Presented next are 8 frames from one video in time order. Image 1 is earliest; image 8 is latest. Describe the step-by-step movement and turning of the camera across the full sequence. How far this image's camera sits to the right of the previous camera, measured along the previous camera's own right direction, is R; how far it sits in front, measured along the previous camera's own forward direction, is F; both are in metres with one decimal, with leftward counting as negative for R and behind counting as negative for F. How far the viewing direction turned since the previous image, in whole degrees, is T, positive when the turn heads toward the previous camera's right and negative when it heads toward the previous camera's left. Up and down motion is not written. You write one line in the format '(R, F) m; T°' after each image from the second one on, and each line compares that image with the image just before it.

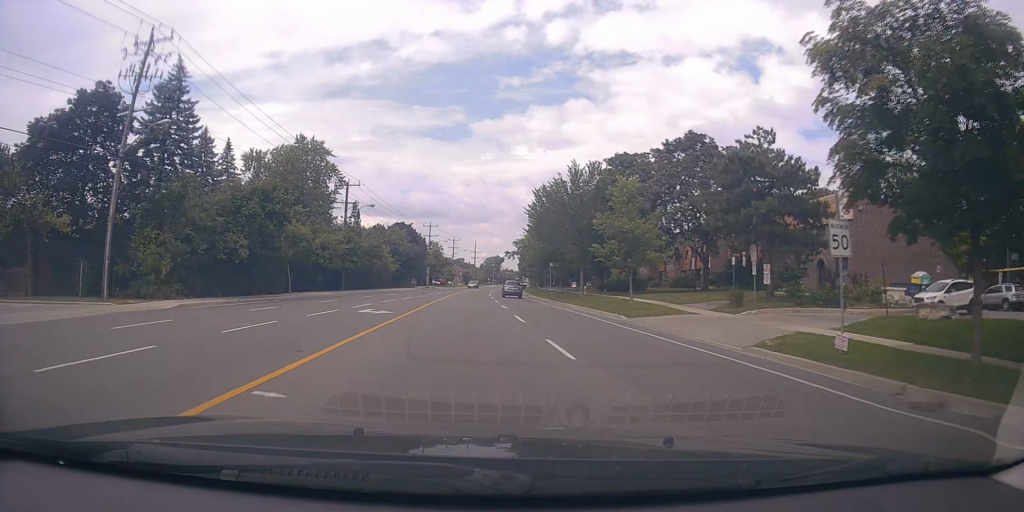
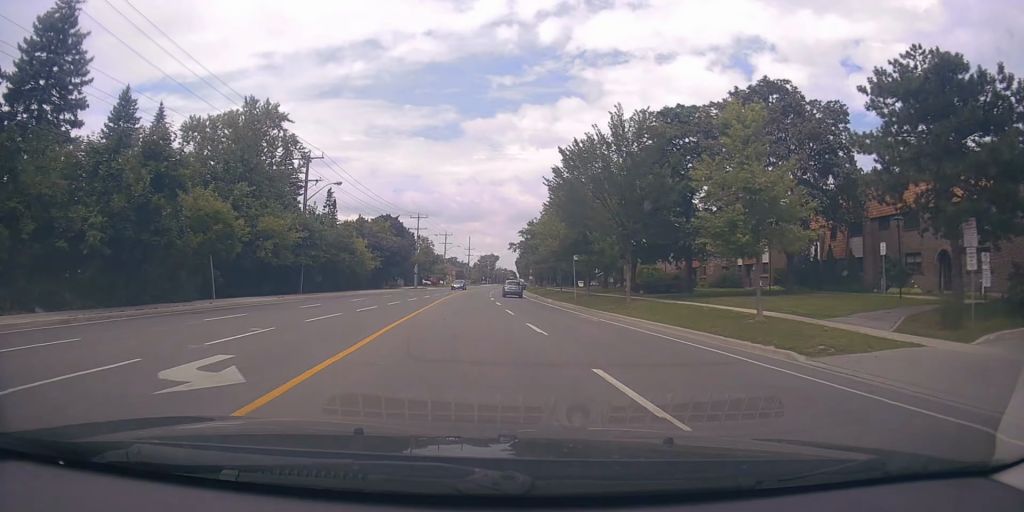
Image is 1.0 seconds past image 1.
(-0.1, +13.5) m; 0°
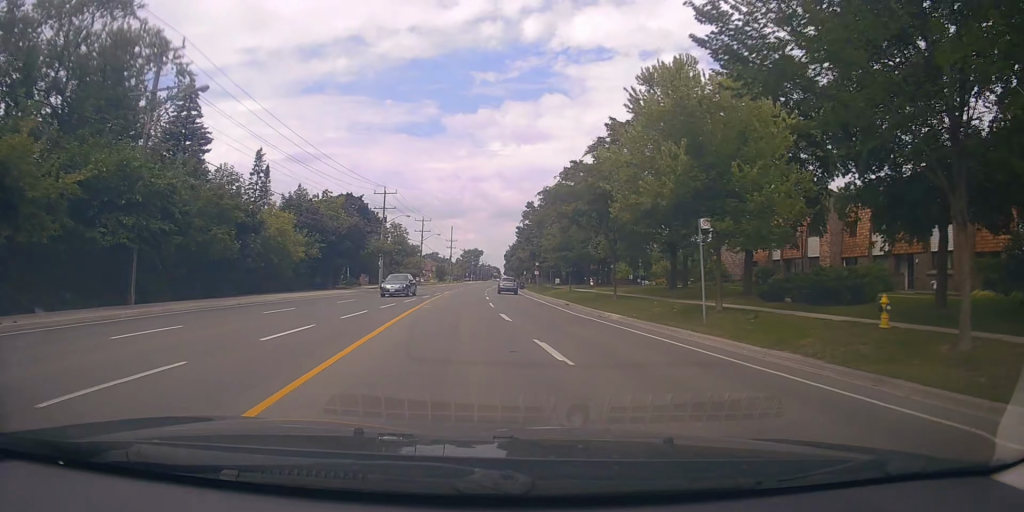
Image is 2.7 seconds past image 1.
(+0.2, +23.7) m; 0°
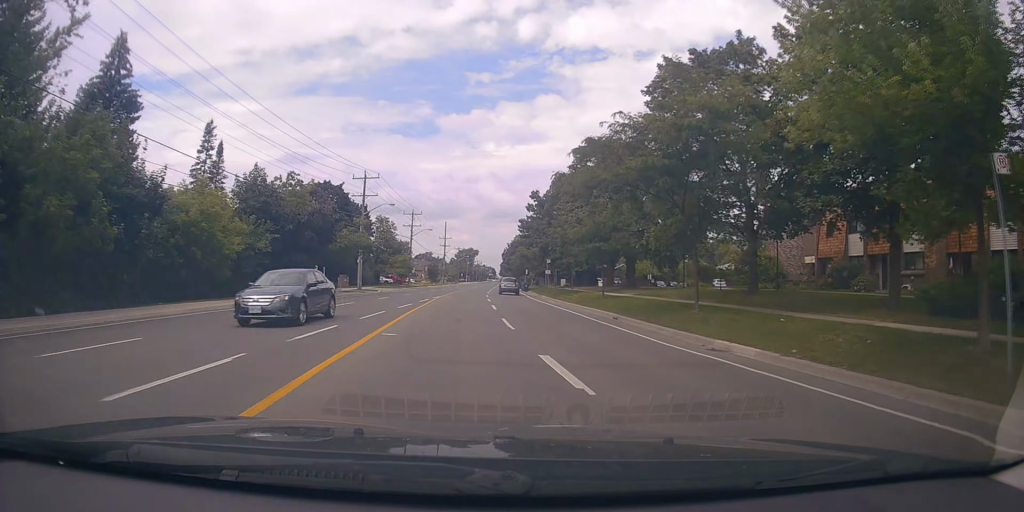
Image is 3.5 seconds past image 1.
(-0.1, +11.6) m; 0°
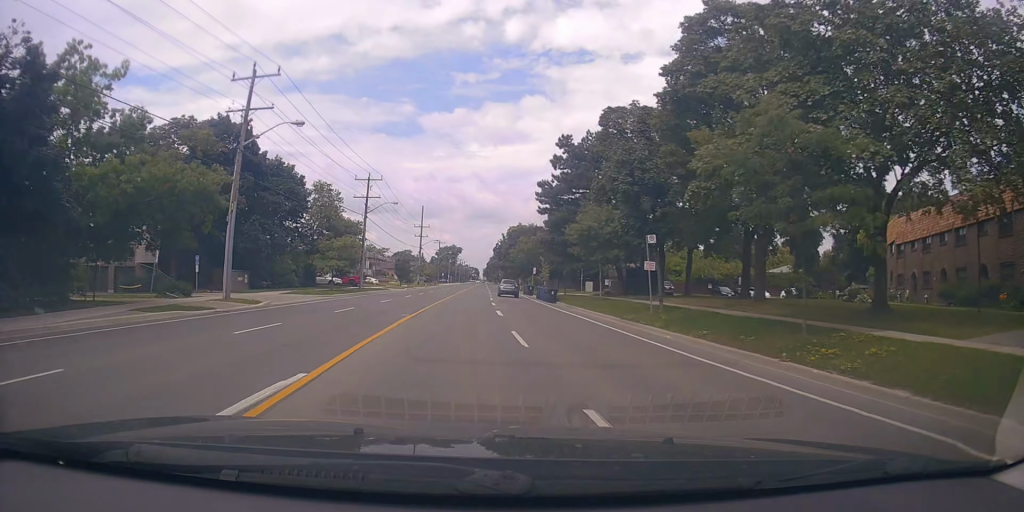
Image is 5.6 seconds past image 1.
(+0.9, +31.4) m; +3°
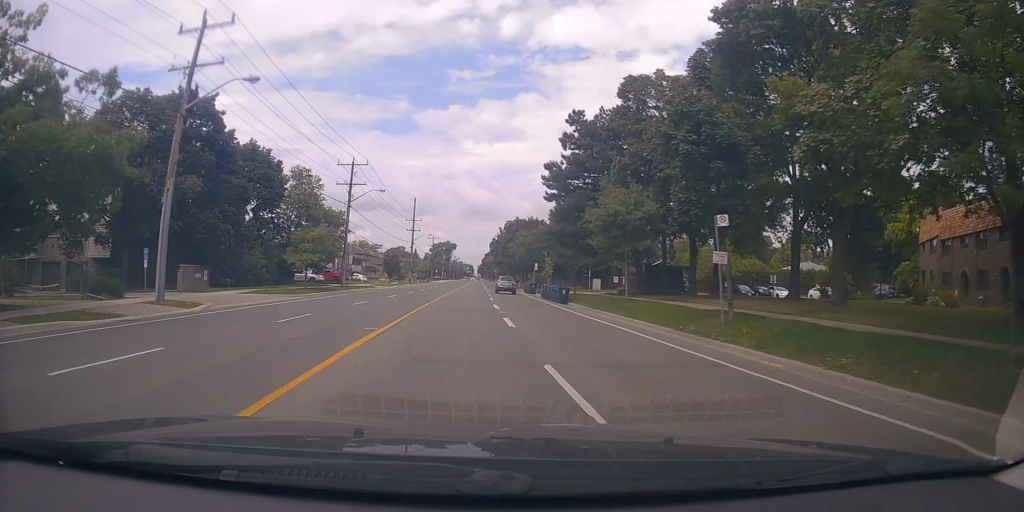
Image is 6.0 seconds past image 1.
(-0.1, +6.5) m; 0°
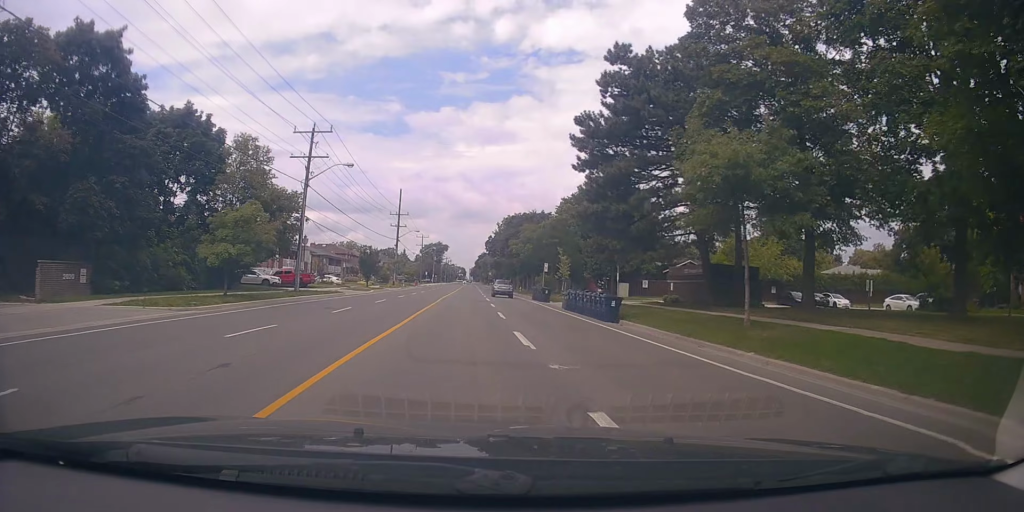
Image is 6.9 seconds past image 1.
(+0.1, +12.9) m; 0°
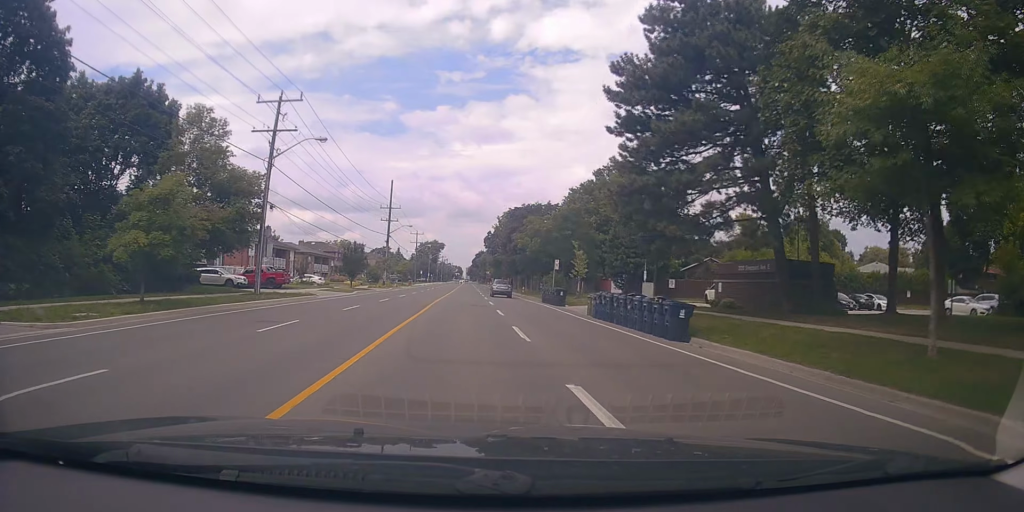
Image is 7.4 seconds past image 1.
(0.0, +7.5) m; 0°
